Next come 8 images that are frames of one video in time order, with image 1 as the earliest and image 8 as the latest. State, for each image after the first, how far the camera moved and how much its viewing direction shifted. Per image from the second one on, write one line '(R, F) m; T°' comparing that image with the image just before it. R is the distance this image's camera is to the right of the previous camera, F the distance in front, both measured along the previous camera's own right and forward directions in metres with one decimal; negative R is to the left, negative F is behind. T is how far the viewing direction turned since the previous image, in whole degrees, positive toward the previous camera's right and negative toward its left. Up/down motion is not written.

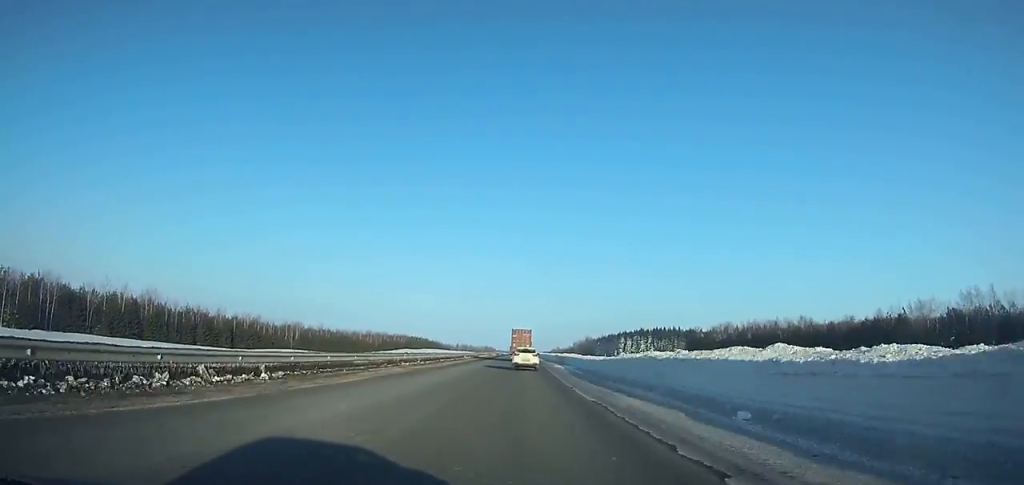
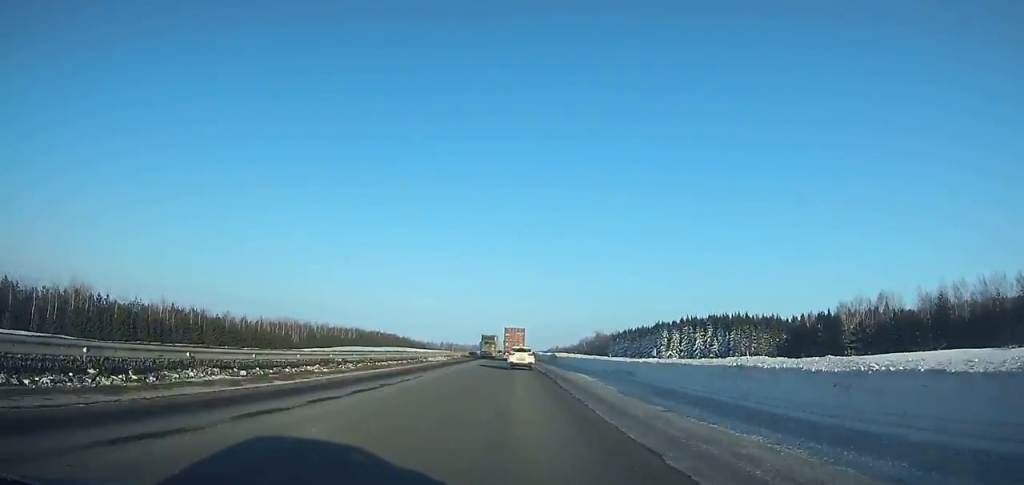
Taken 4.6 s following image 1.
(+0.3, +105.5) m; 0°
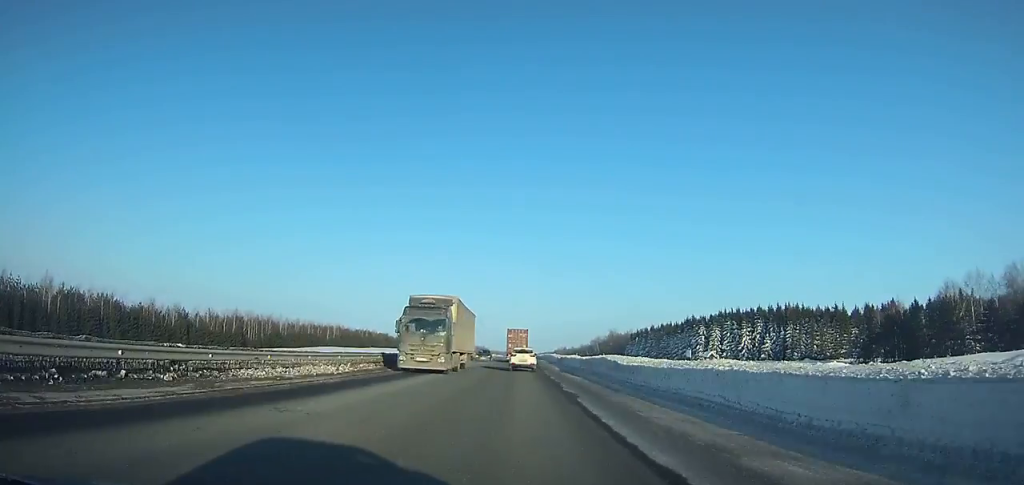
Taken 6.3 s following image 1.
(0.0, +38.6) m; 0°
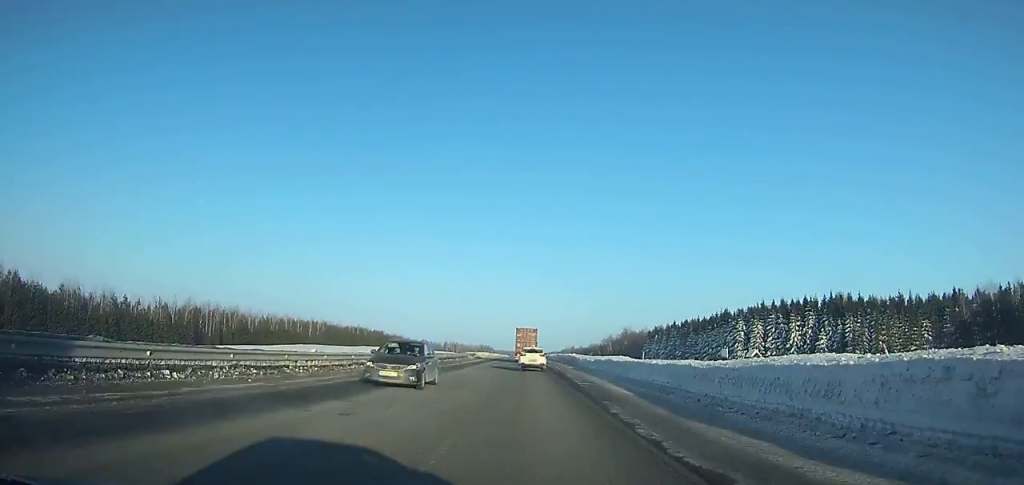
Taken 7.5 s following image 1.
(0.0, +27.0) m; 0°
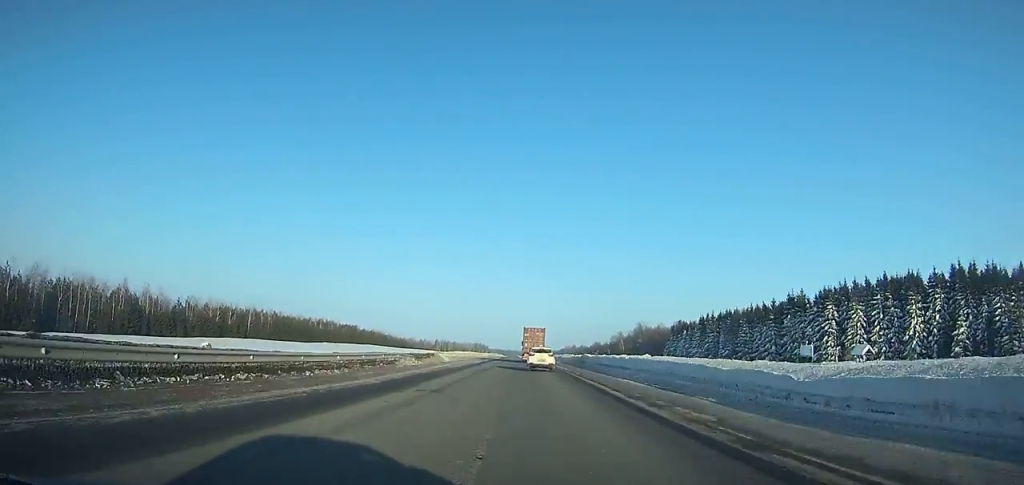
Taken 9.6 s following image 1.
(-0.3, +47.1) m; 0°
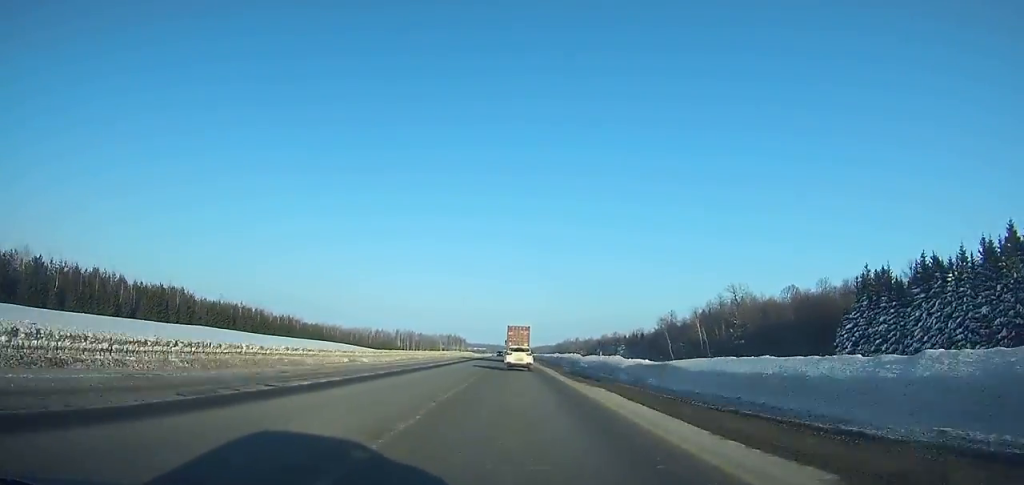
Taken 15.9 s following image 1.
(+1.0, +139.2) m; 0°
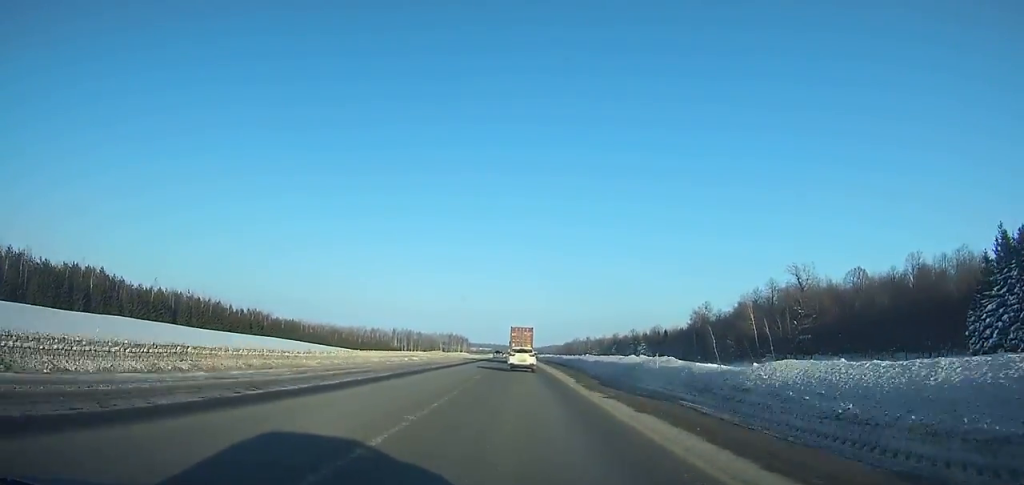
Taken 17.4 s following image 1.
(0.0, +33.0) m; 0°
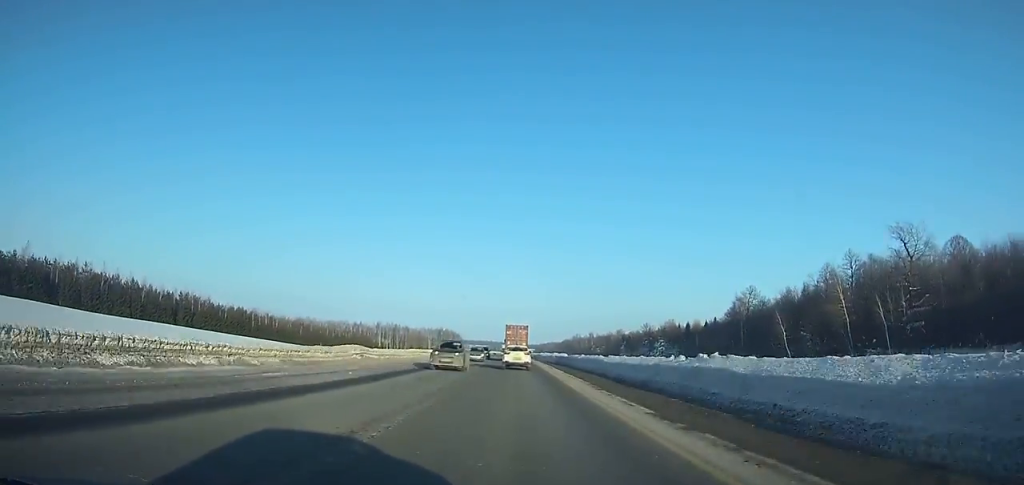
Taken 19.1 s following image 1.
(0.0, +37.4) m; 0°
